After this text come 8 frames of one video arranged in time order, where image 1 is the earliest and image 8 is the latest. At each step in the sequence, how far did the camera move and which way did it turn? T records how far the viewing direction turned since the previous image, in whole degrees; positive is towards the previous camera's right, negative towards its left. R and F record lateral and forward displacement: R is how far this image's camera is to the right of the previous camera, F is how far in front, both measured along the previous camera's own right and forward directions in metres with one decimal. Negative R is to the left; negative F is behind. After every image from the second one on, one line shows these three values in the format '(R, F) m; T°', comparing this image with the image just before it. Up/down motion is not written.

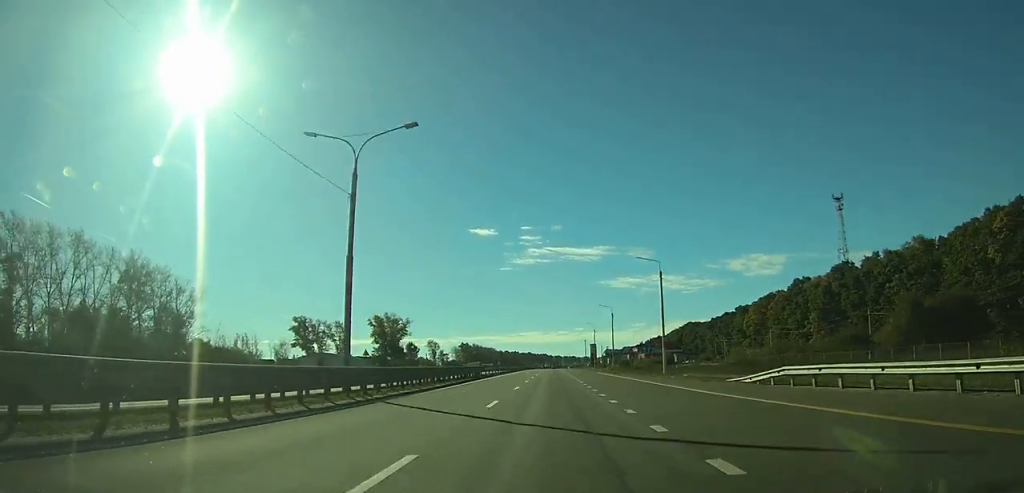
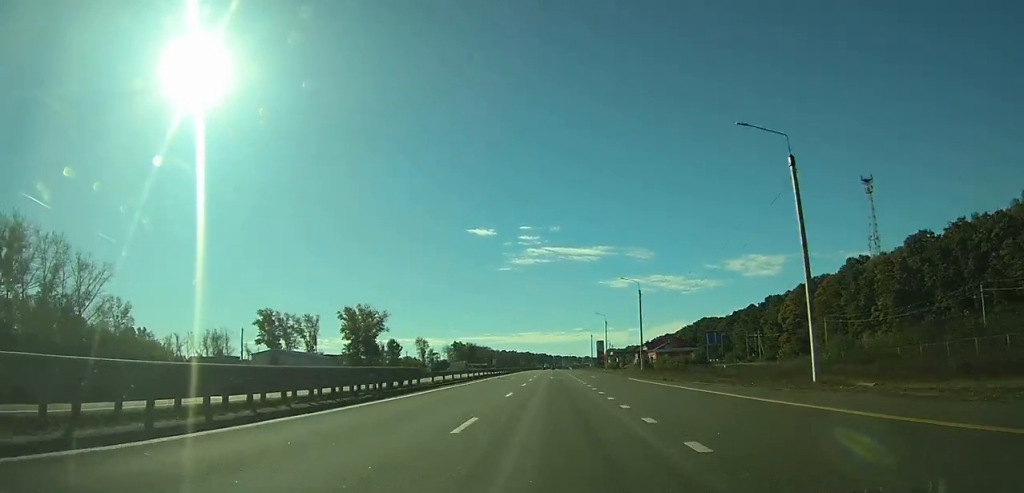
(0.0, +30.4) m; 0°
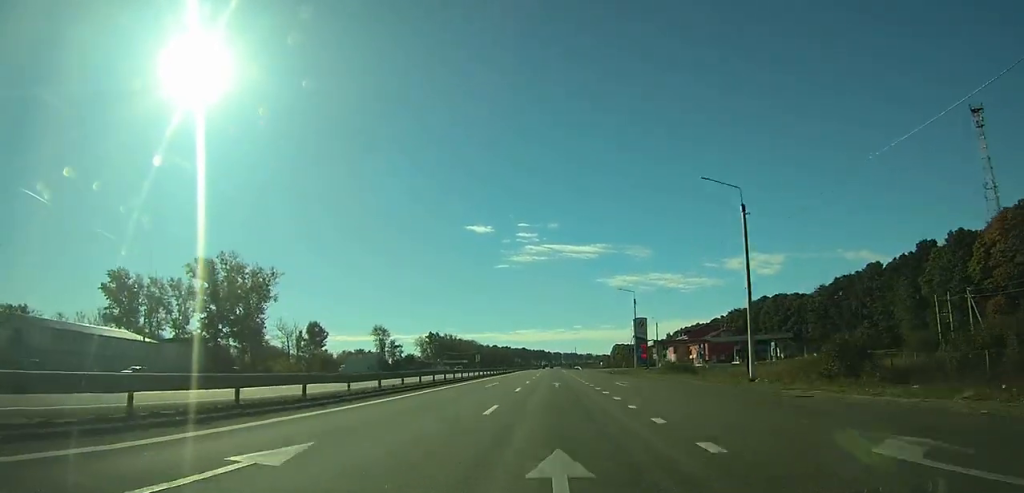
(+0.1, +80.3) m; 0°
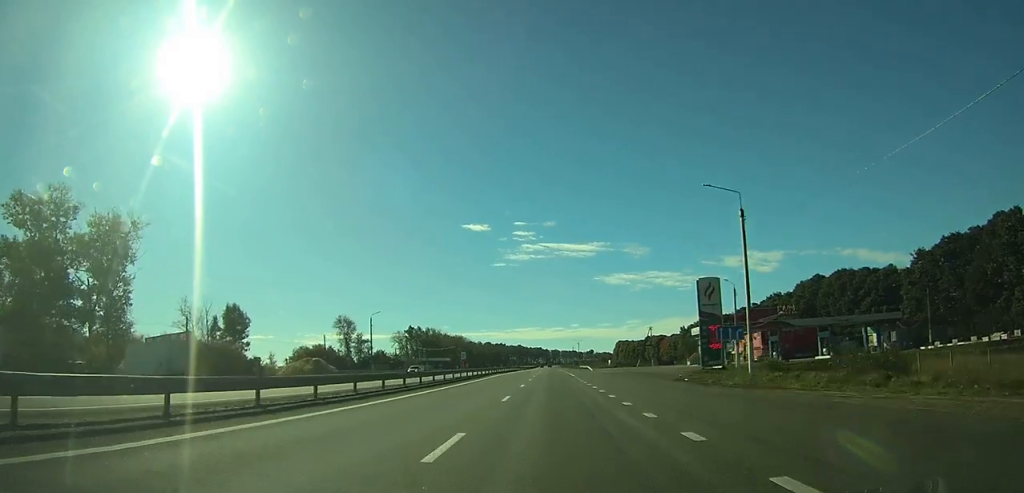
(0.0, +42.8) m; 0°
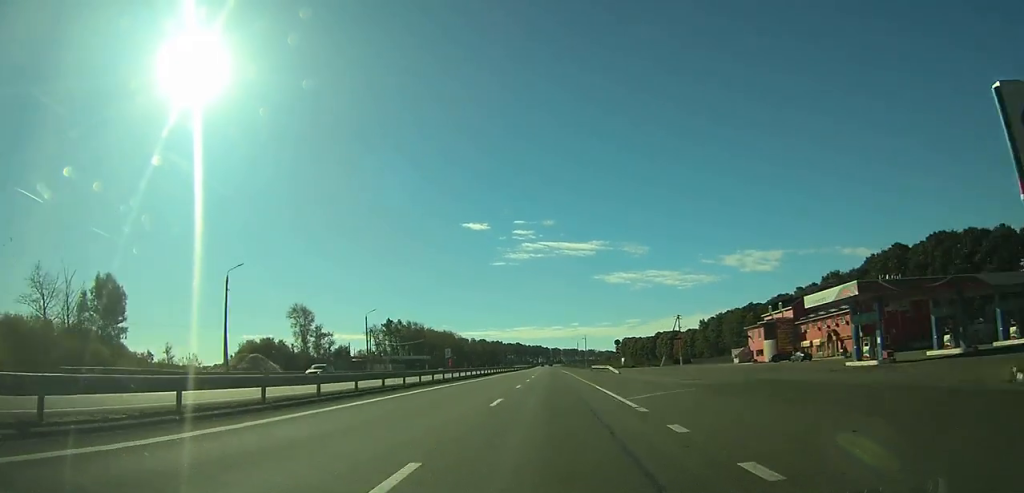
(+0.1, +39.2) m; 0°
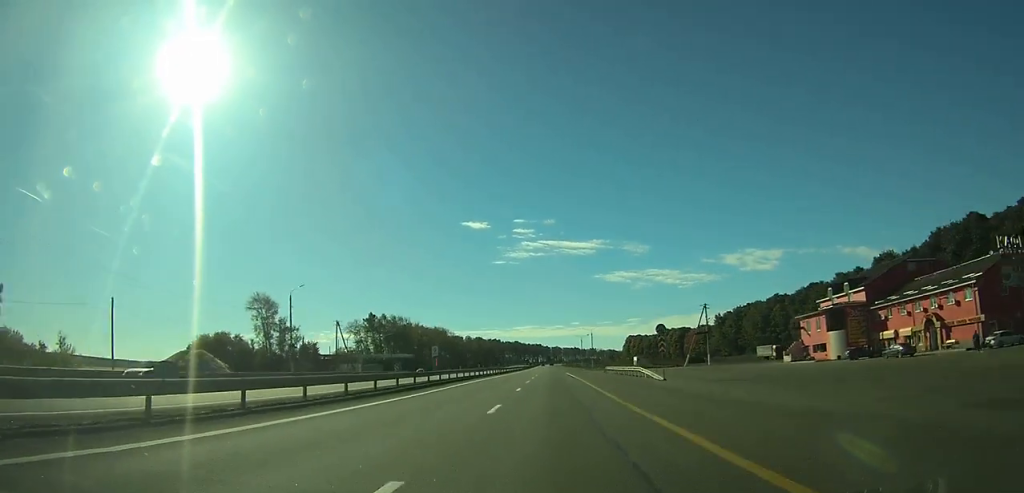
(0.0, +25.0) m; 0°
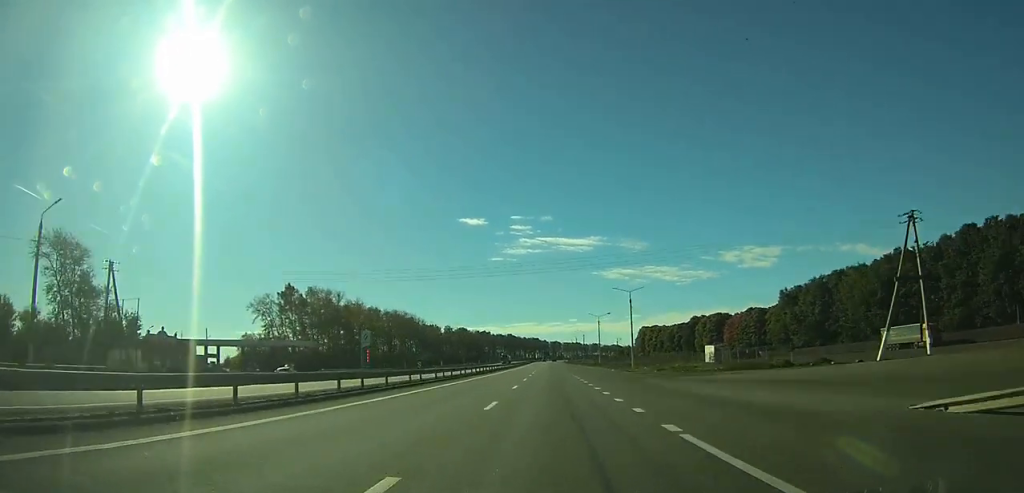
(-0.1, +71.8) m; 0°
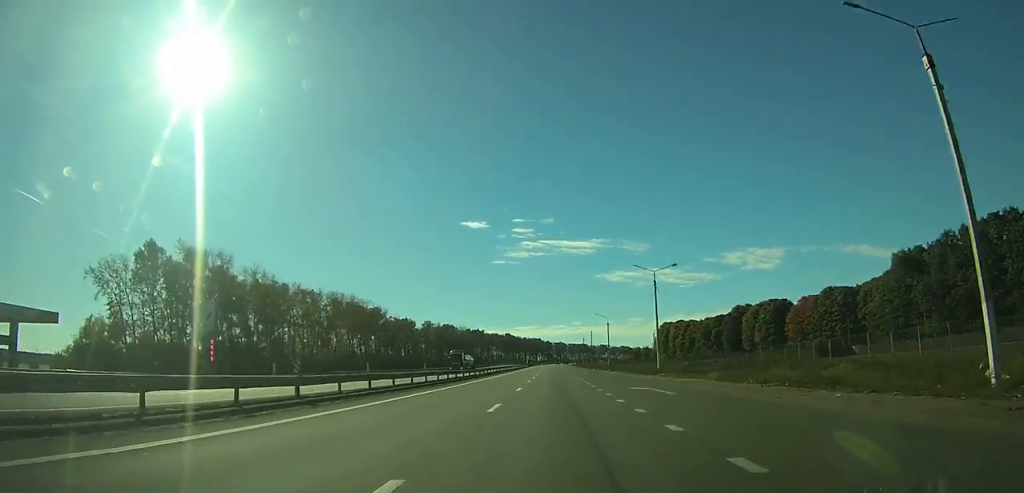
(-0.1, +59.8) m; 0°
